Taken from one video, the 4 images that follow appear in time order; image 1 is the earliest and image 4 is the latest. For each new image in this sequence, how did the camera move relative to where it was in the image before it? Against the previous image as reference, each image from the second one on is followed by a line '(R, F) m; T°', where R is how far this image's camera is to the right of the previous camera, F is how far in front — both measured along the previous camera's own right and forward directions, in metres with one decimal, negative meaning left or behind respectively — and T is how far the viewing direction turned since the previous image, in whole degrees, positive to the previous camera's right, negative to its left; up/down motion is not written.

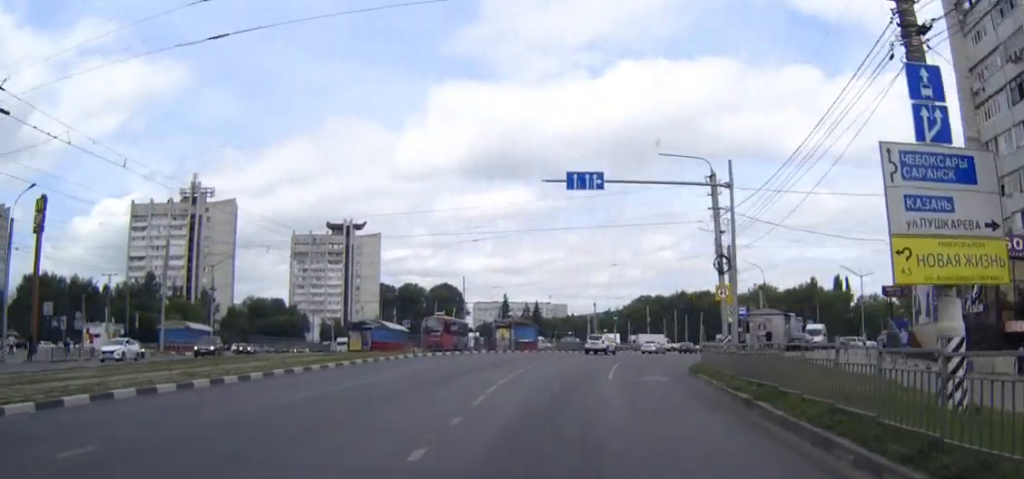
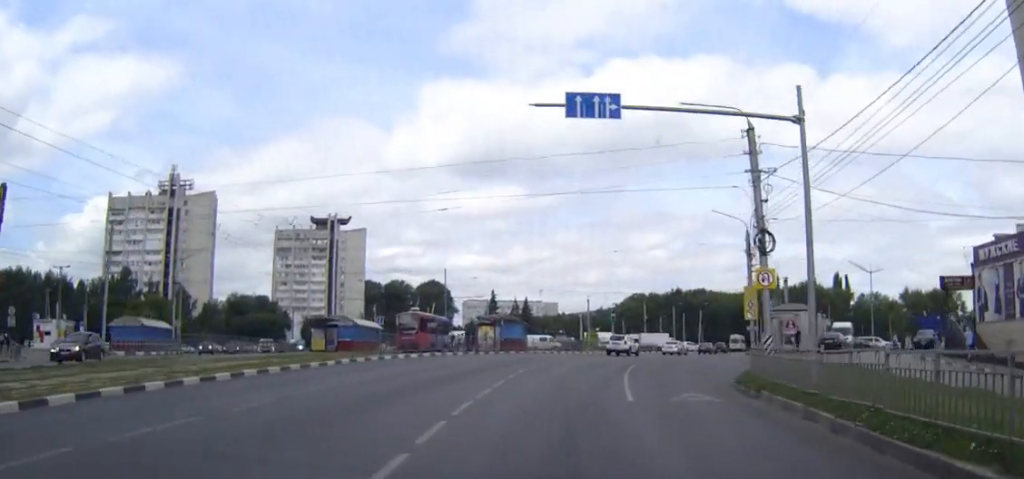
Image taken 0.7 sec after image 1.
(+0.1, +10.3) m; 0°
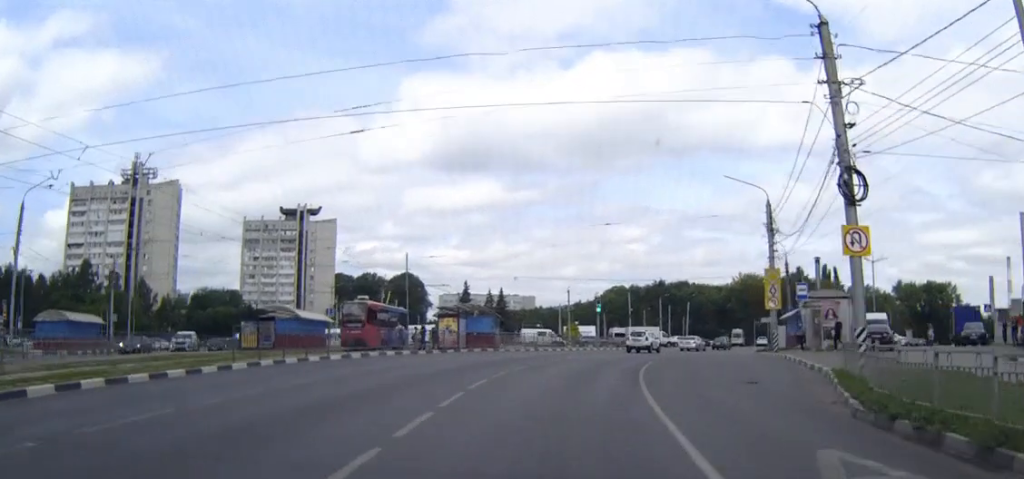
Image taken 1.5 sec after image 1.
(-0.1, +12.1) m; 0°
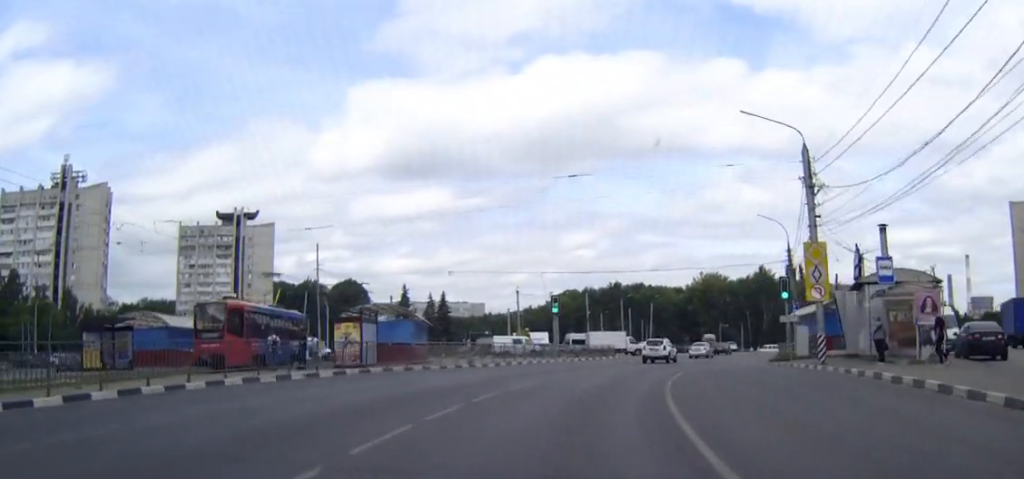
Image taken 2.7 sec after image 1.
(+0.2, +17.3) m; +4°
